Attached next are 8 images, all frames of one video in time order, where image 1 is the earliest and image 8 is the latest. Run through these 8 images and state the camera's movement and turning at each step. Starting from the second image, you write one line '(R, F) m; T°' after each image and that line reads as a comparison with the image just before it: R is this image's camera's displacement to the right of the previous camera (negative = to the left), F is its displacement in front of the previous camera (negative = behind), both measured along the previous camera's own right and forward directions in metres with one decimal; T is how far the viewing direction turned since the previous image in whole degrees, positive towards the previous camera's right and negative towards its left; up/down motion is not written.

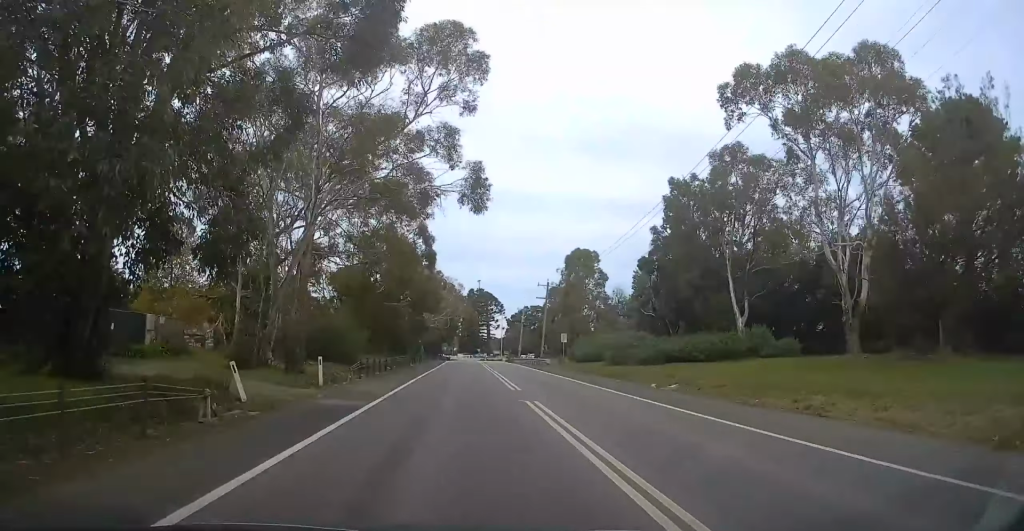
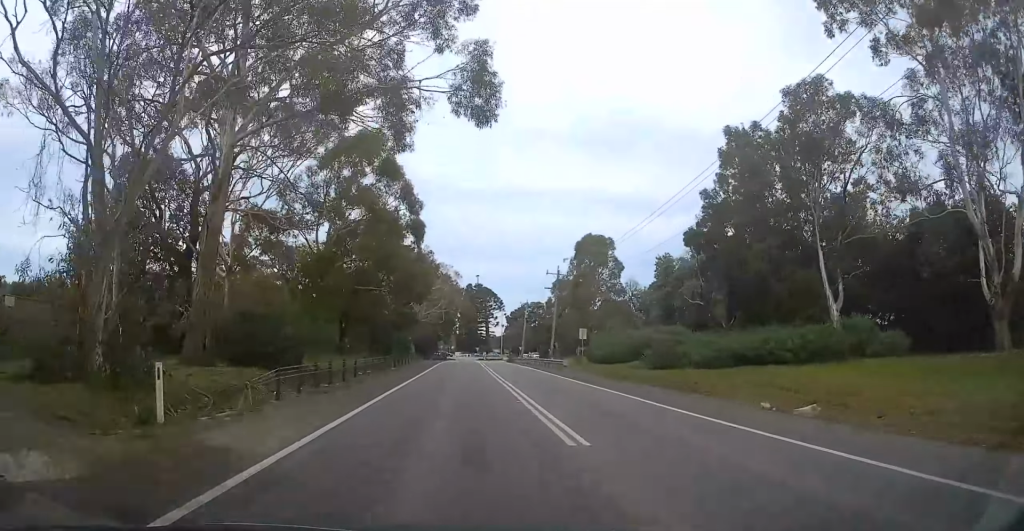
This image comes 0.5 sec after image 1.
(+0.2, +11.7) m; 0°
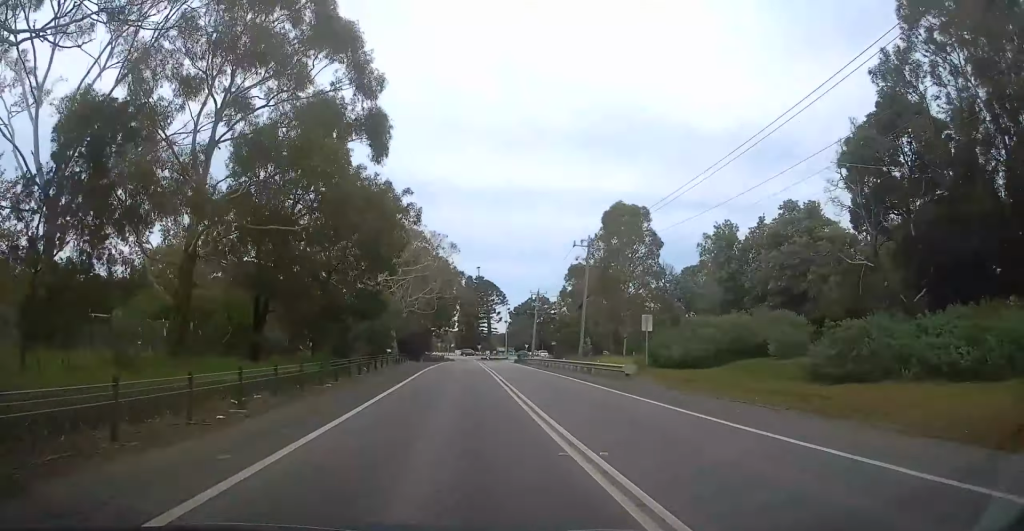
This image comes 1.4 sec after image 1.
(+0.2, +18.1) m; -1°
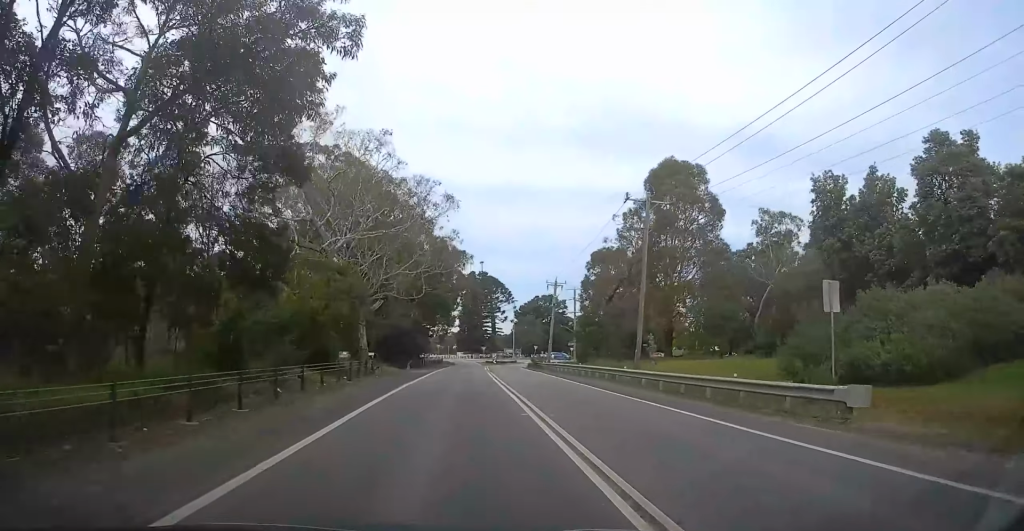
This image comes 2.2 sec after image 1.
(-0.4, +17.6) m; -2°
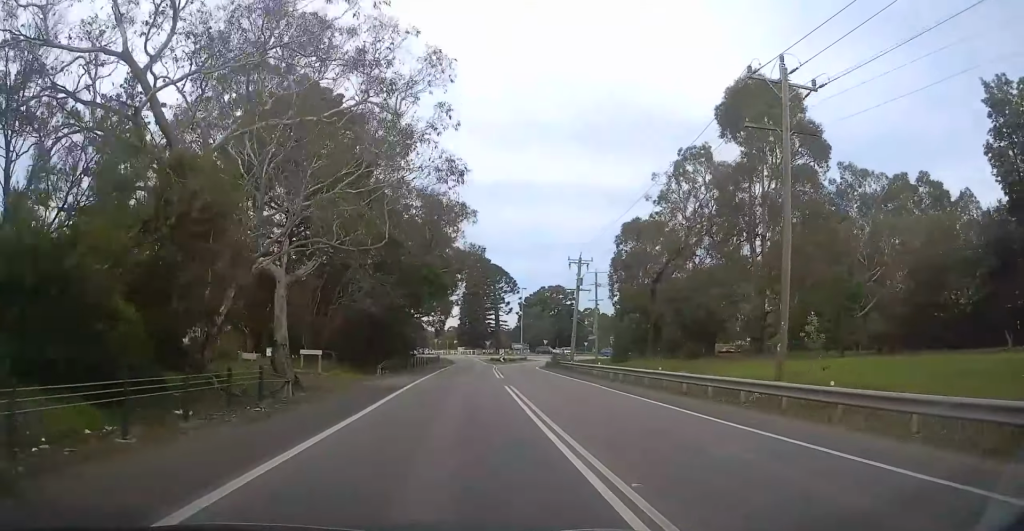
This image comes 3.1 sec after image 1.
(-0.2, +17.1) m; +1°
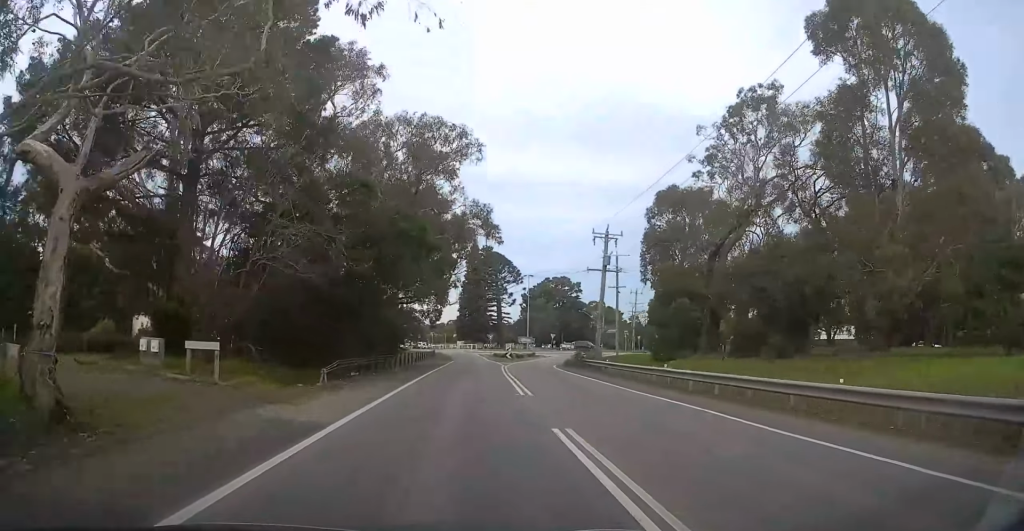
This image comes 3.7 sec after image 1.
(+0.3, +12.5) m; +1°
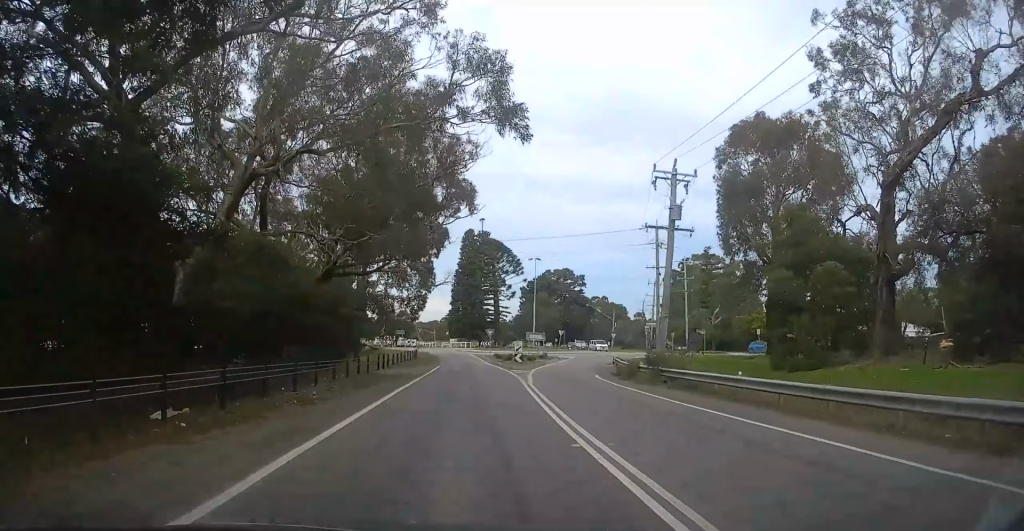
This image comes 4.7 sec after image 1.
(+0.1, +19.5) m; +1°
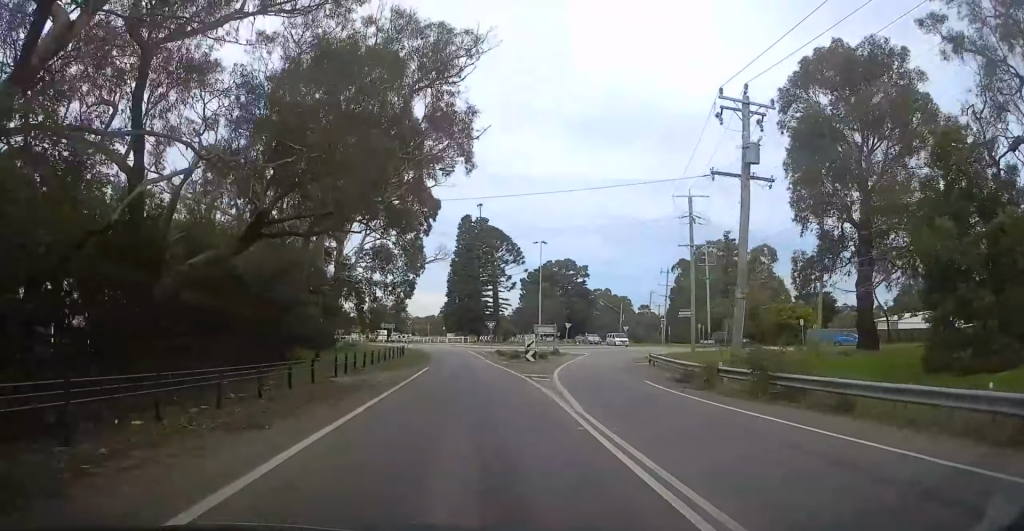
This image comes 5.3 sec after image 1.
(-0.1, +10.3) m; 0°
